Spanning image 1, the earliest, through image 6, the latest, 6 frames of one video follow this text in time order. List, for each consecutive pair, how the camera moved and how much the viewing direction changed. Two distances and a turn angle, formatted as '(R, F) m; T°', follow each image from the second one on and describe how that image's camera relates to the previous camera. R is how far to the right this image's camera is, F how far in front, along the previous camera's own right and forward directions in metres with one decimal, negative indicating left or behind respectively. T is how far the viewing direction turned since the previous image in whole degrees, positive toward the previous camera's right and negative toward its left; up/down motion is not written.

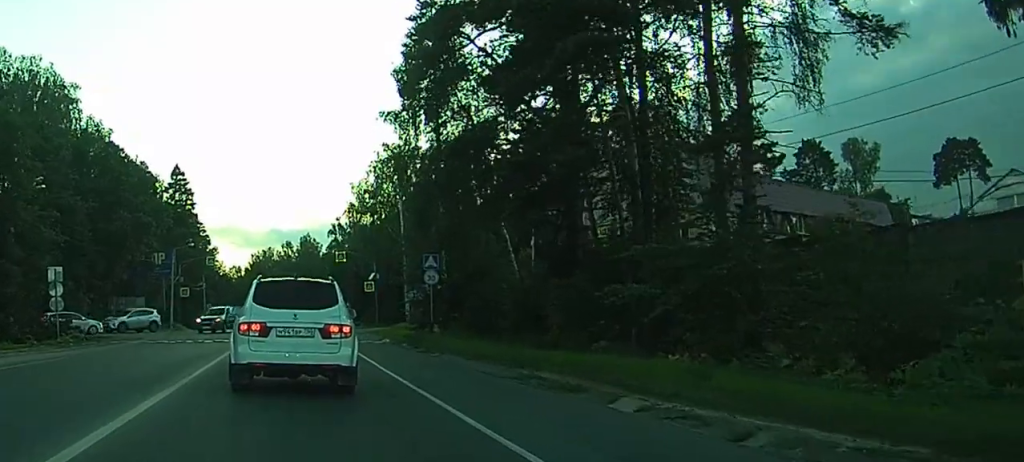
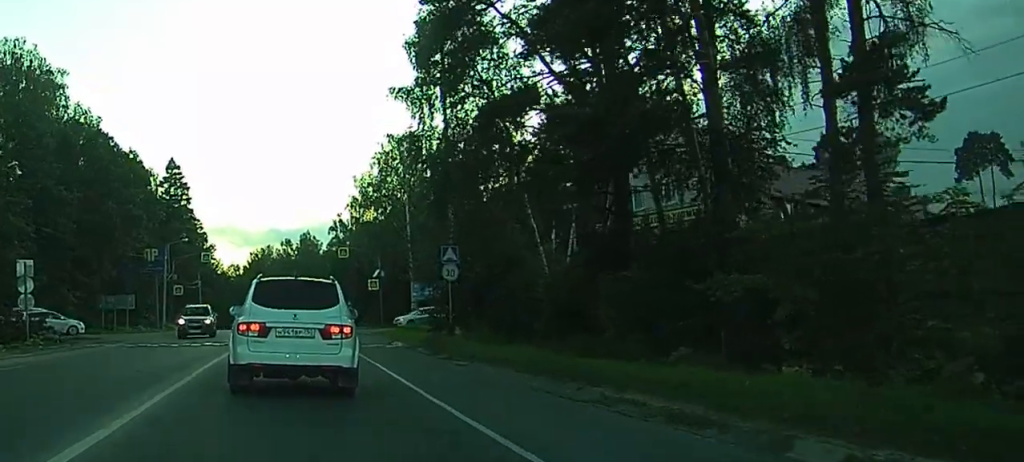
(+0.1, +4.8) m; +2°
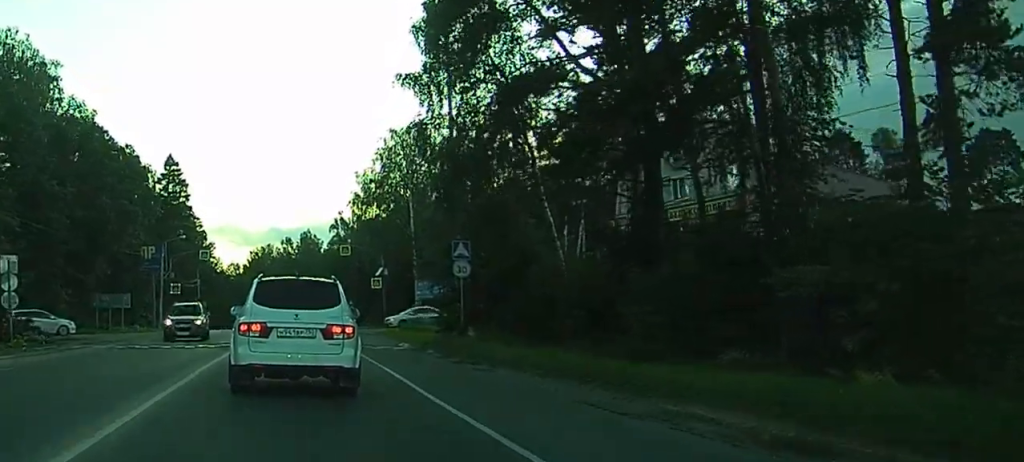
(0.0, +2.2) m; +1°
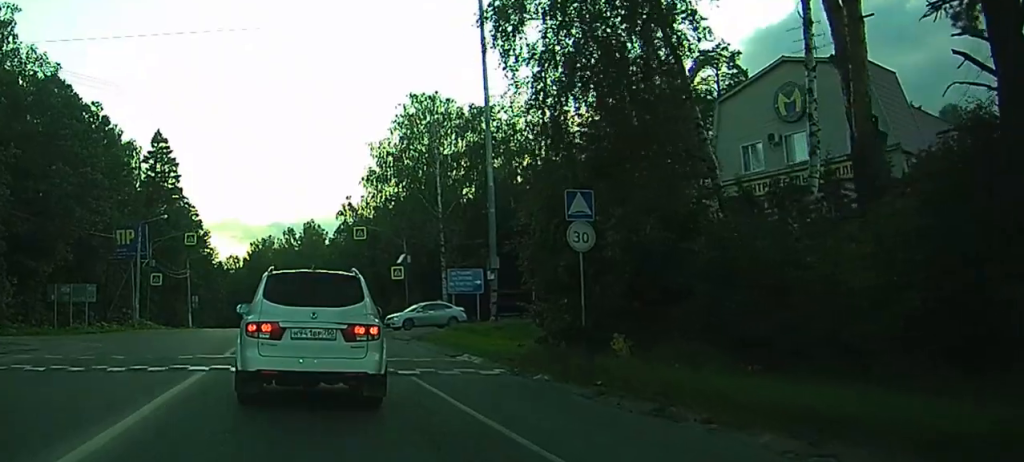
(+1.7, +13.0) m; +10°
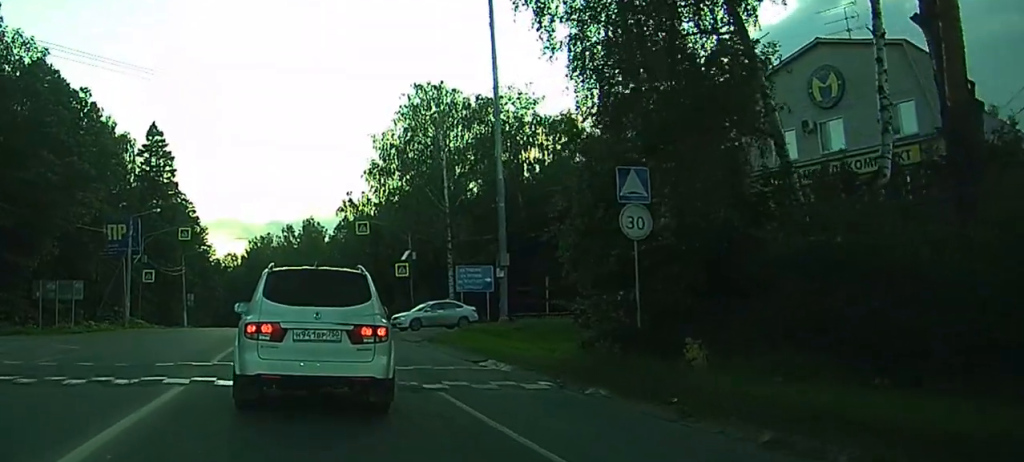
(-0.2, +3.3) m; 0°
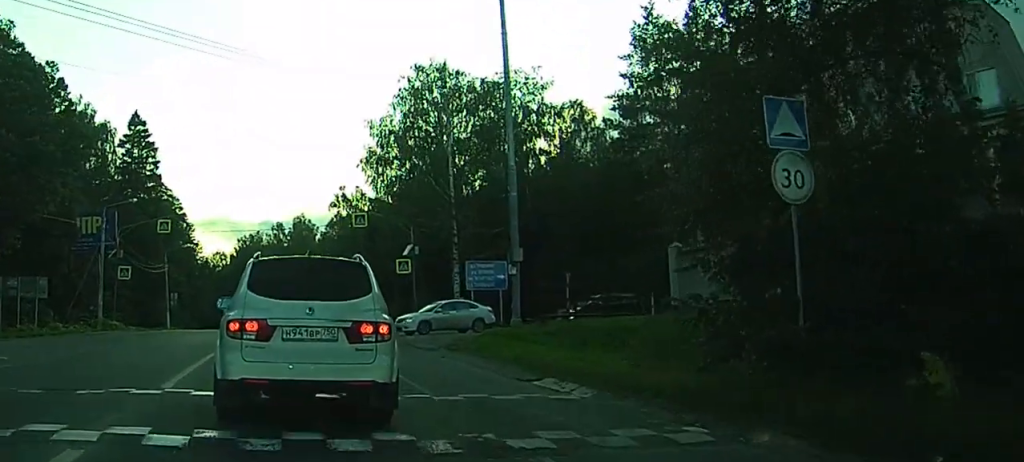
(+0.2, +6.5) m; +1°
